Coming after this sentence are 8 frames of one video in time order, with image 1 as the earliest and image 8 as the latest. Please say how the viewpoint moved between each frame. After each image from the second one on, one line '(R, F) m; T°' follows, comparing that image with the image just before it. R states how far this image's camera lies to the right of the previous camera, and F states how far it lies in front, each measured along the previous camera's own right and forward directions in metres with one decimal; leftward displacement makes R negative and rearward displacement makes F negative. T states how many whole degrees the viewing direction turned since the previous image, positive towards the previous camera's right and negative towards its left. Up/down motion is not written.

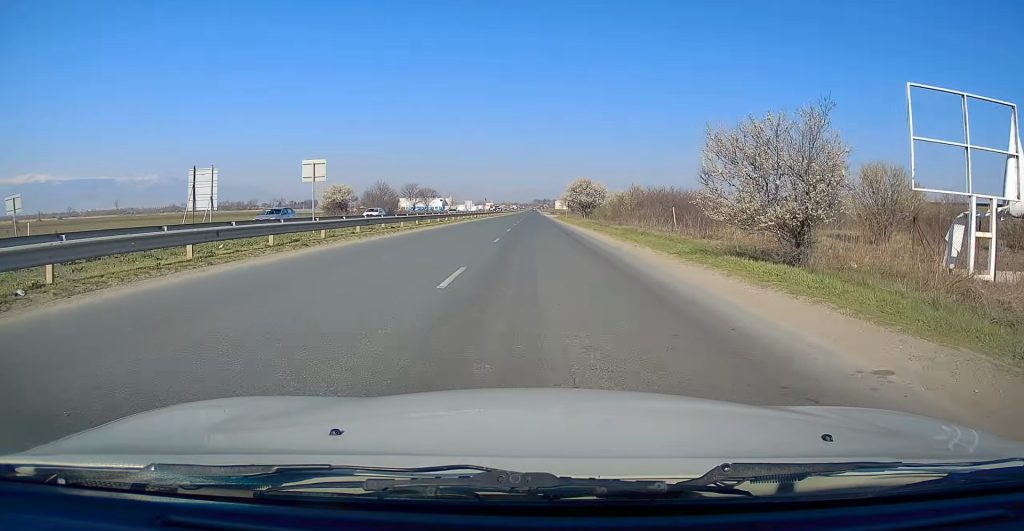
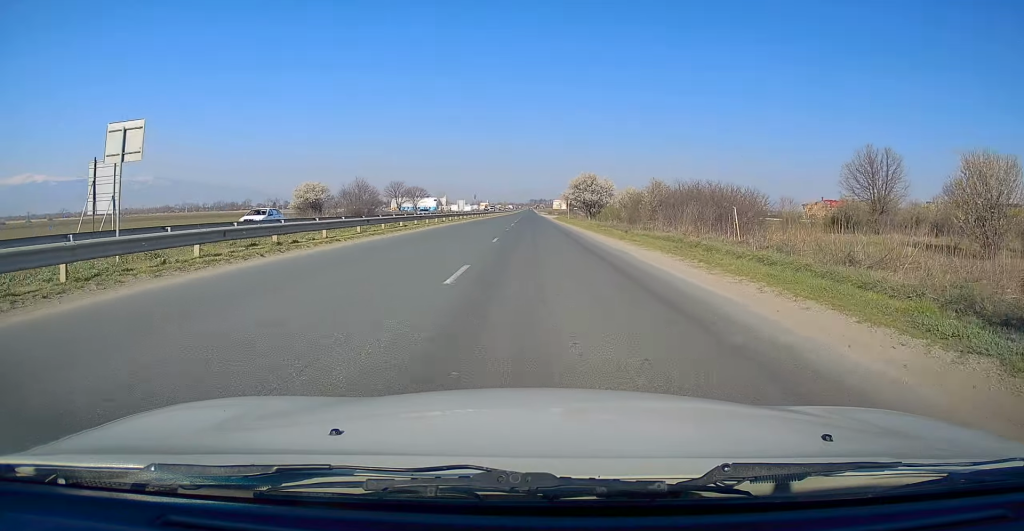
(-0.1, +11.7) m; -1°
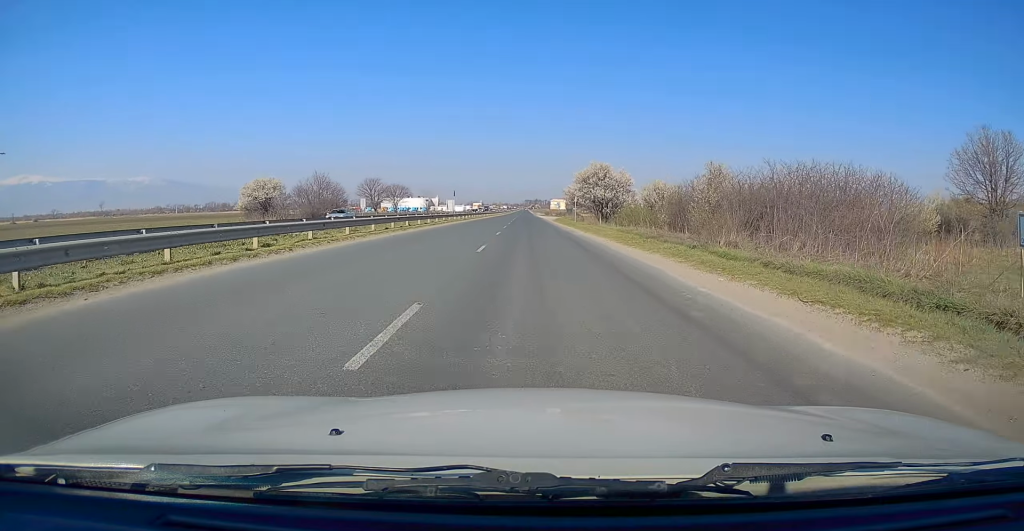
(0.0, +16.6) m; +1°
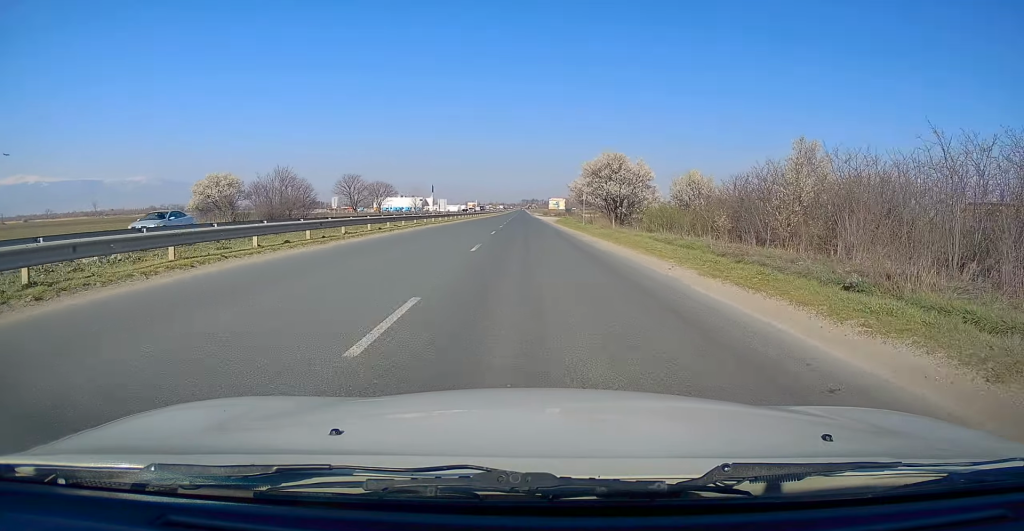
(+0.2, +11.4) m; +1°
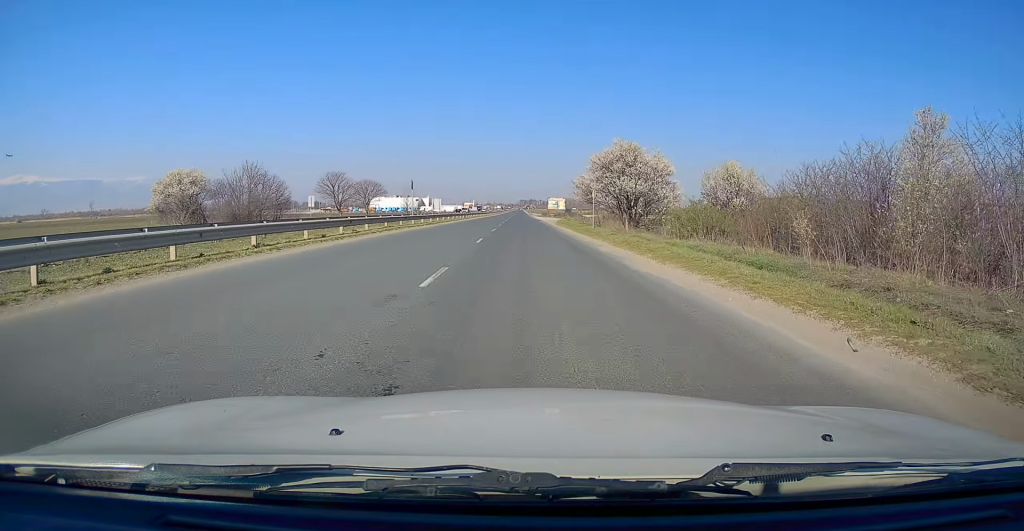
(+0.2, +7.5) m; 0°
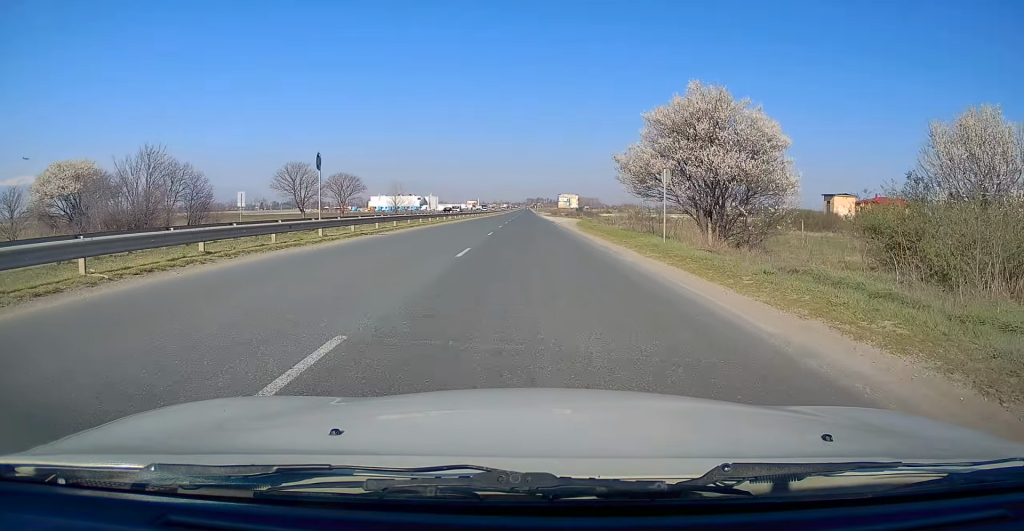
(-0.4, +18.7) m; 0°
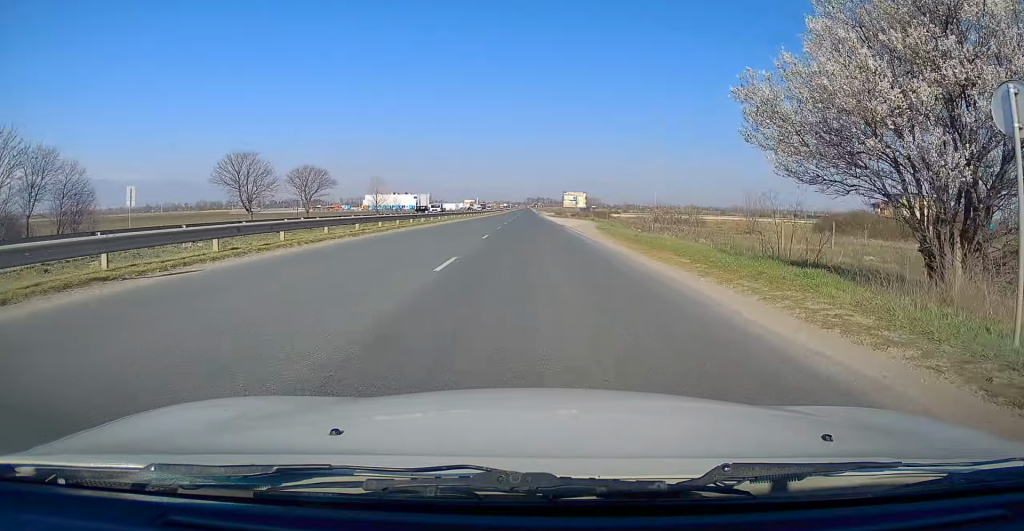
(+0.4, +15.3) m; 0°
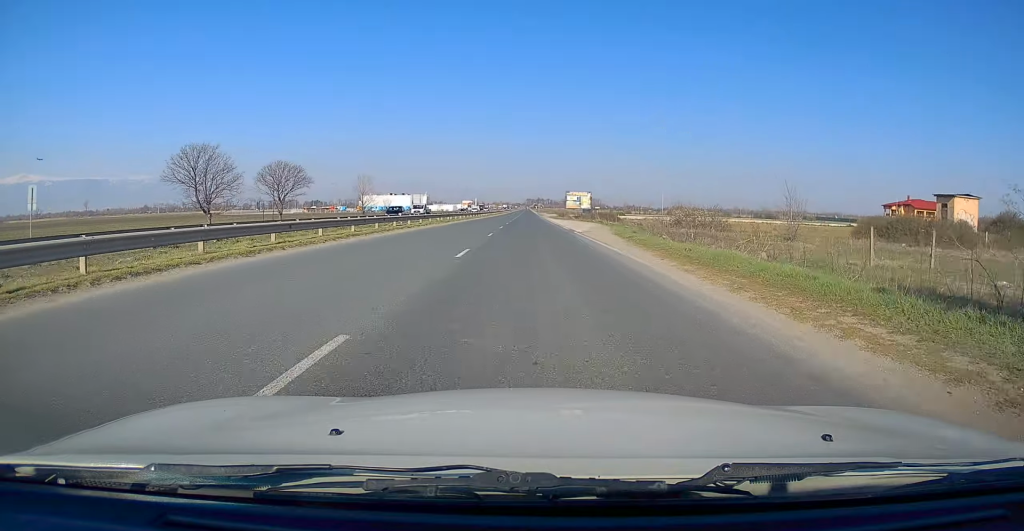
(-0.3, +8.6) m; 0°
